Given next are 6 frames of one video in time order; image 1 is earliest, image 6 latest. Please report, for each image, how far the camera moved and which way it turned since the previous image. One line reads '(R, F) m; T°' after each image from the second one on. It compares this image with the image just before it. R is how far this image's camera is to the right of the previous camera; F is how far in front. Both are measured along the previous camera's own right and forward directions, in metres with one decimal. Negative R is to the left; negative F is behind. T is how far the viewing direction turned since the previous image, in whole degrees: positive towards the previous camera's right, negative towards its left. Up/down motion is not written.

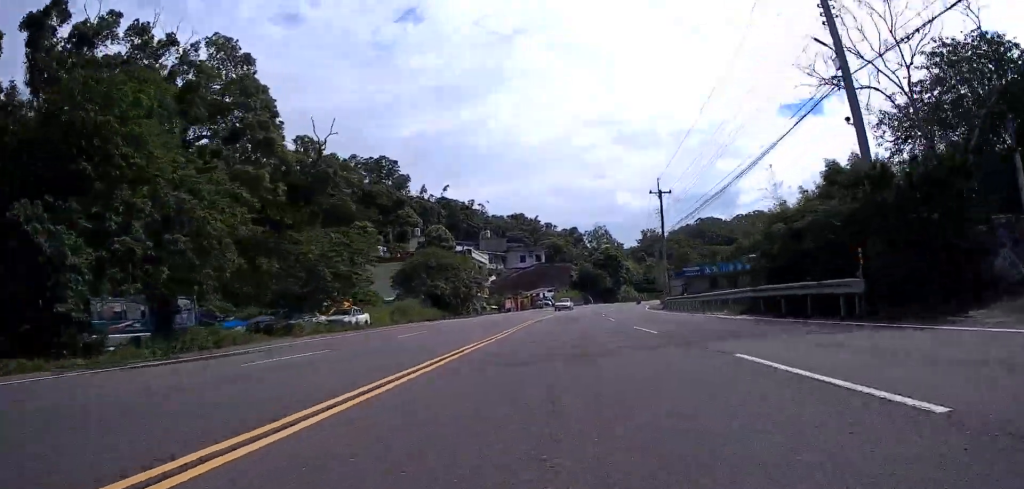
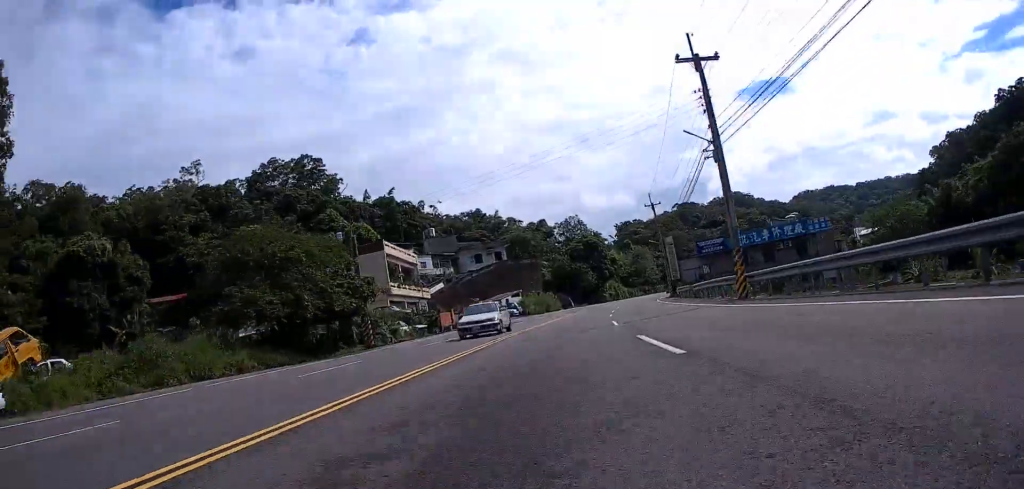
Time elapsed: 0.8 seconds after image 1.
(+0.1, +25.5) m; +2°
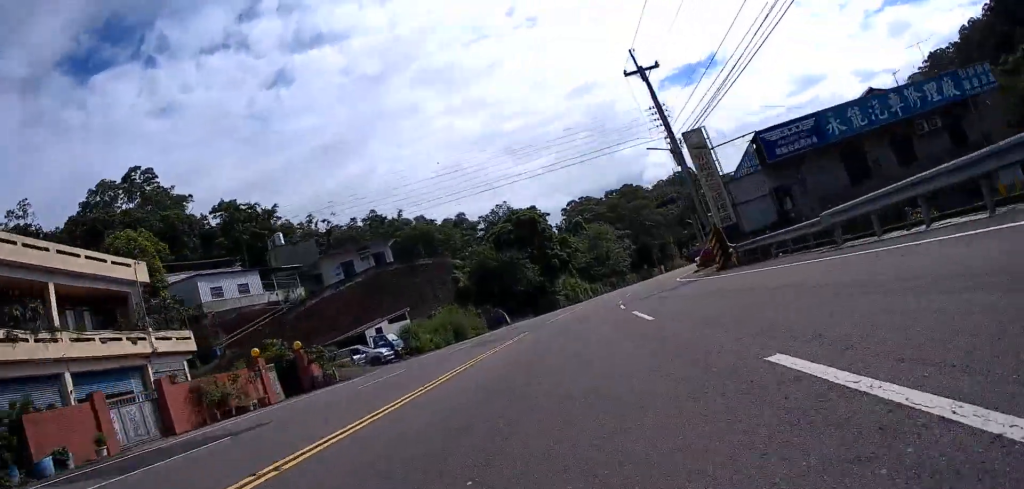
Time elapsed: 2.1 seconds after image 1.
(+2.0, +34.8) m; +8°
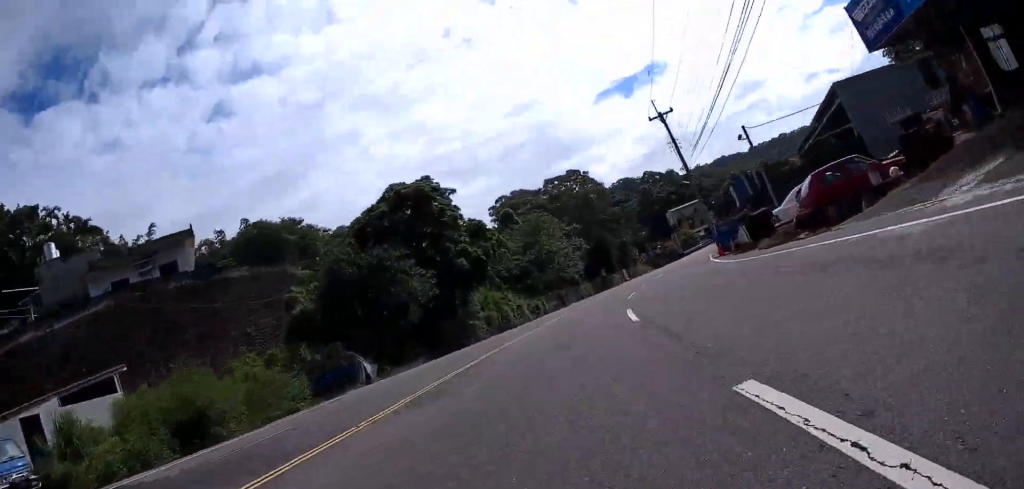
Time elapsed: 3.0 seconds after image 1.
(+1.7, +25.6) m; +7°
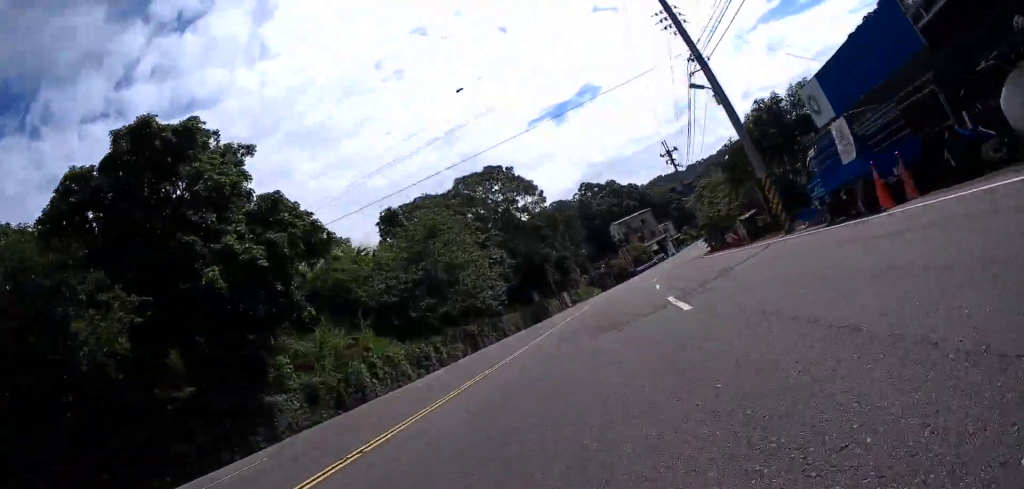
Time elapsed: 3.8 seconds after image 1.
(+0.3, +20.9) m; +6°
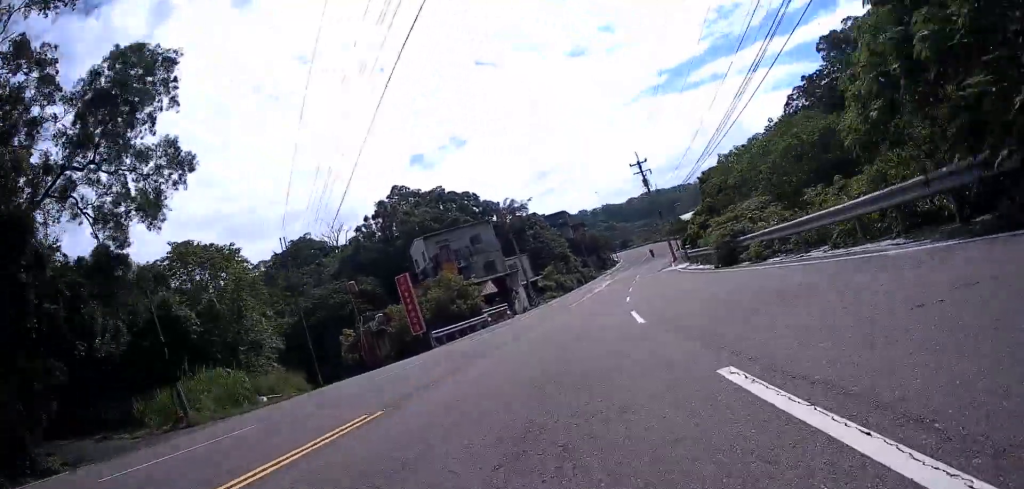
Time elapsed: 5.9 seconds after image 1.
(+6.5, +53.1) m; +11°
